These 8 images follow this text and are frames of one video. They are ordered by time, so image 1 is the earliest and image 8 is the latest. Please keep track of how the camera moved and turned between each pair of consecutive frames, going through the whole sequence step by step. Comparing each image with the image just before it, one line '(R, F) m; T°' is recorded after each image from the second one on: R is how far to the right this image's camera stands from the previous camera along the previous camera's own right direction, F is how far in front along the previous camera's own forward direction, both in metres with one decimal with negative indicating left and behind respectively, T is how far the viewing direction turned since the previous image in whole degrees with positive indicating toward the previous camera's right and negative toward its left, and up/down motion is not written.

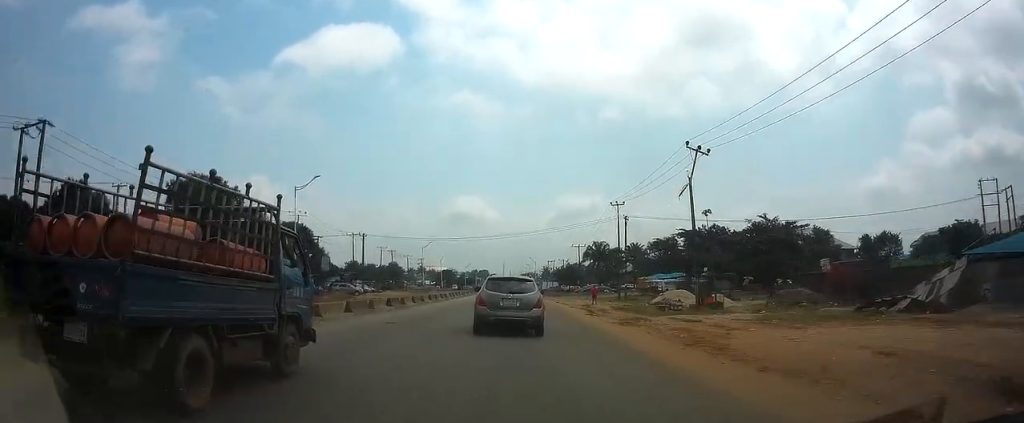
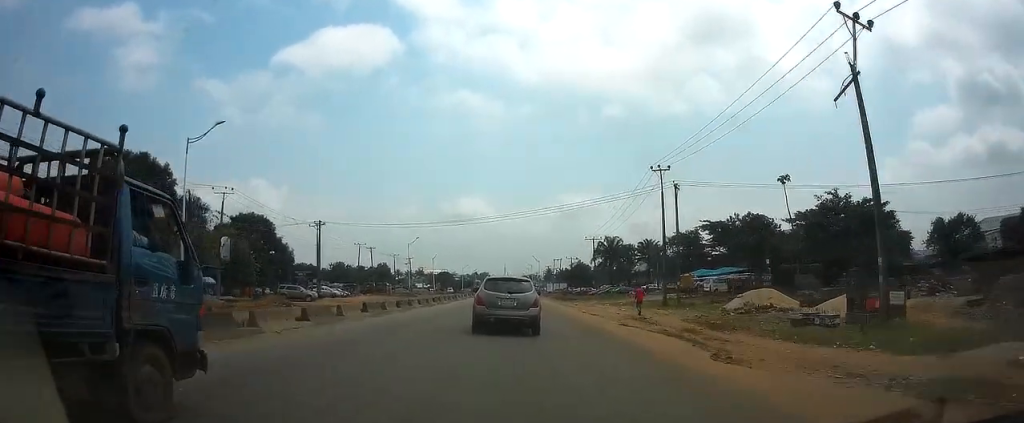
(-0.1, +19.2) m; 0°
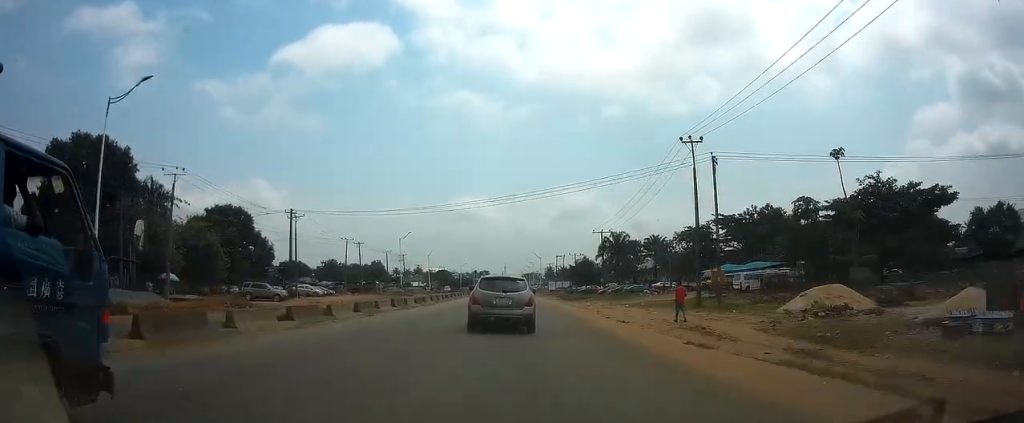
(0.0, +8.6) m; 0°
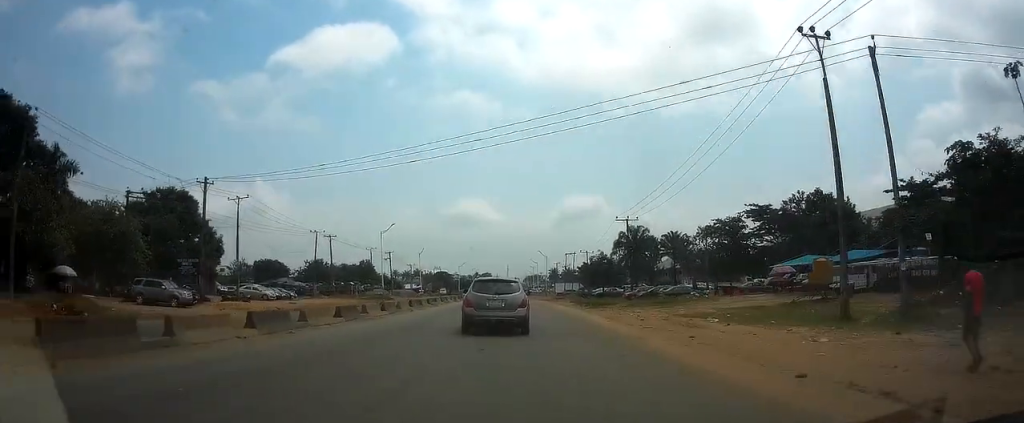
(+0.1, +16.6) m; 0°
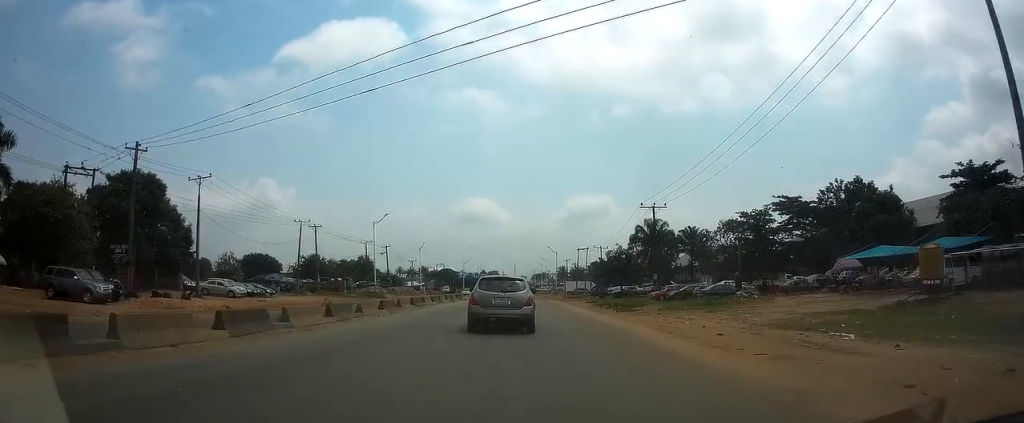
(0.0, +9.6) m; -1°
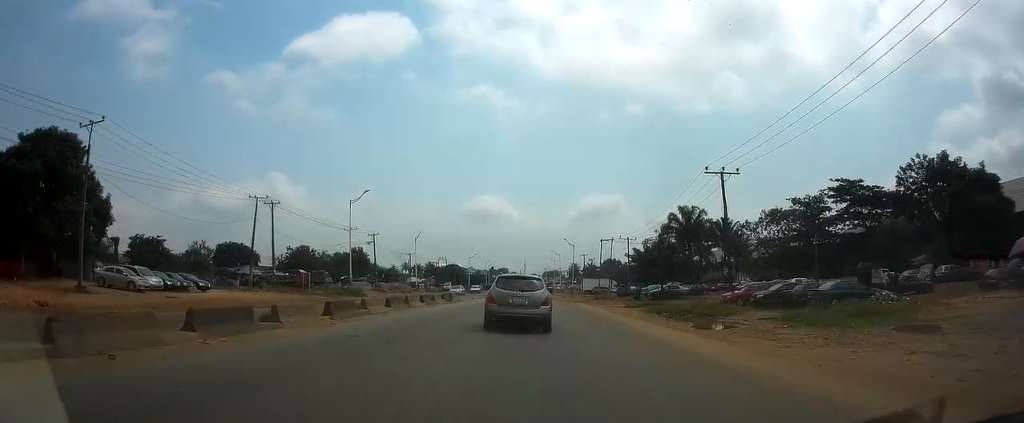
(-0.2, +16.7) m; -1°
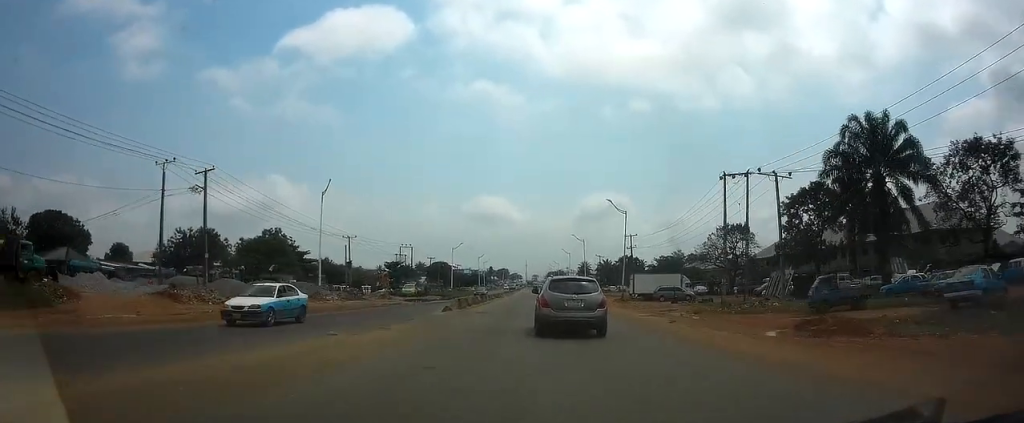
(-0.2, +51.4) m; 0°
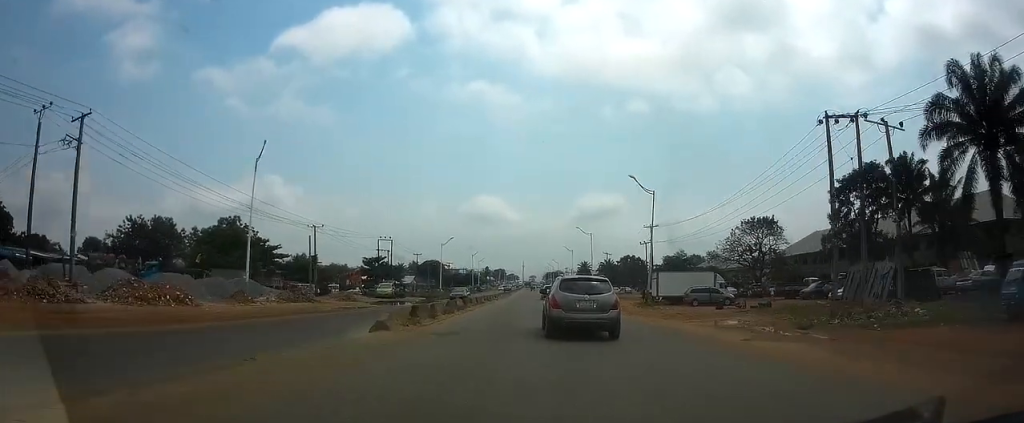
(+0.1, +14.1) m; 0°
